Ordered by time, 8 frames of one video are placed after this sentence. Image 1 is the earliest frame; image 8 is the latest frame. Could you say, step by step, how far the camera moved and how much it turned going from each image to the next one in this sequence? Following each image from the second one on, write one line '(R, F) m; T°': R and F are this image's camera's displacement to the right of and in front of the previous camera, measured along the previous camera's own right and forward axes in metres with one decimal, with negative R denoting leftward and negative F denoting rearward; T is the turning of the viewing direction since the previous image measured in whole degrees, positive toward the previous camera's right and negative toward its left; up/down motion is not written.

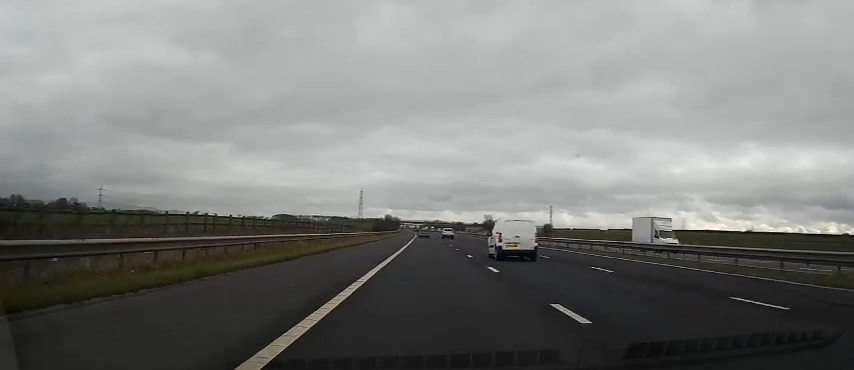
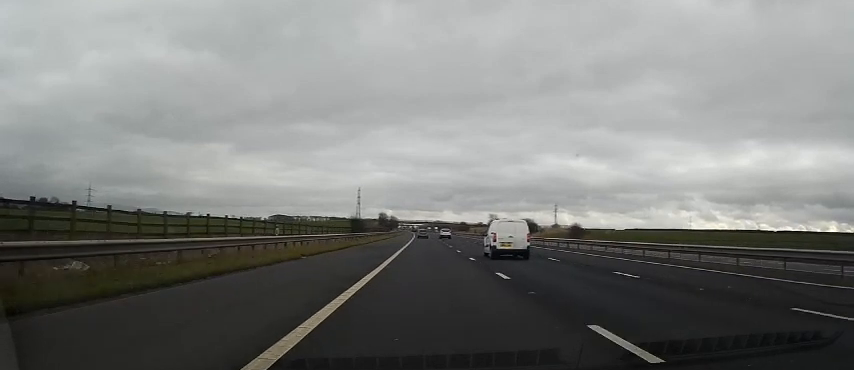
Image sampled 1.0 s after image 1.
(-0.4, +29.0) m; -1°
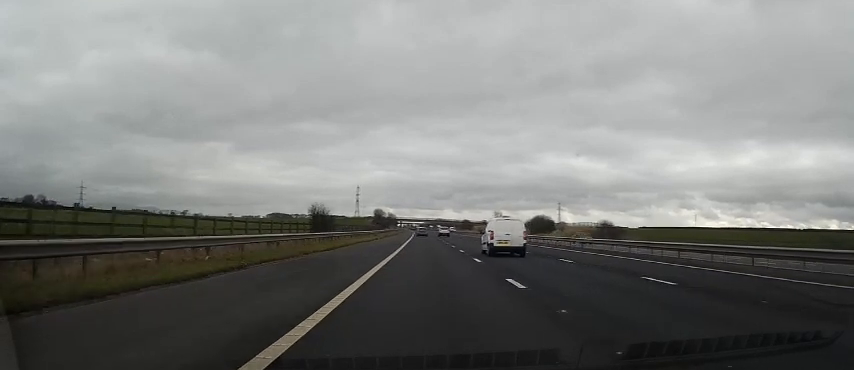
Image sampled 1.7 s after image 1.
(0.0, +20.7) m; 0°
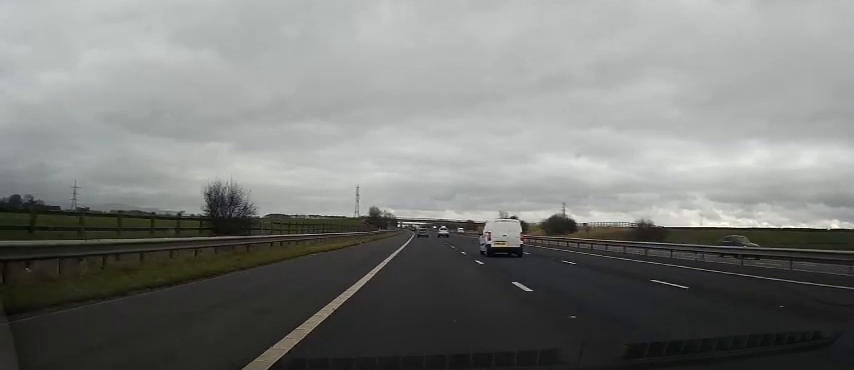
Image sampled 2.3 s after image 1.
(0.0, +18.3) m; 0°
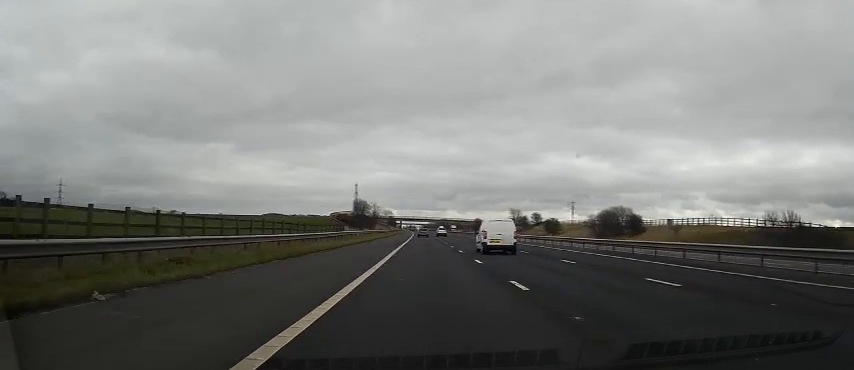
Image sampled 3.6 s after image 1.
(0.0, +37.9) m; 0°
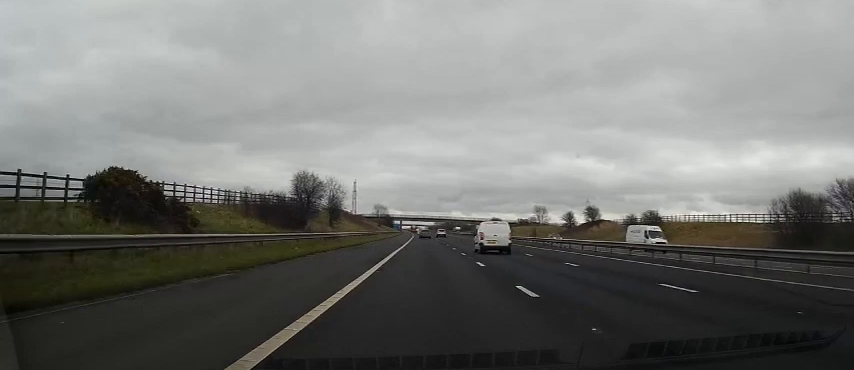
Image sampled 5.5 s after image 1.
(0.0, +53.4) m; -1°
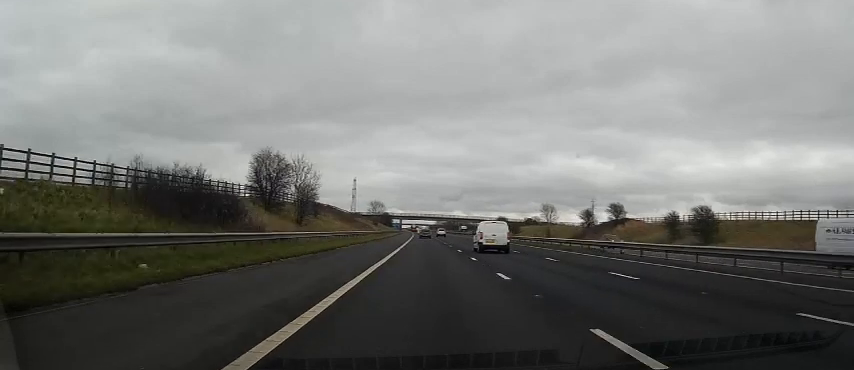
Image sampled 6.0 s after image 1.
(0.0, +14.5) m; 0°
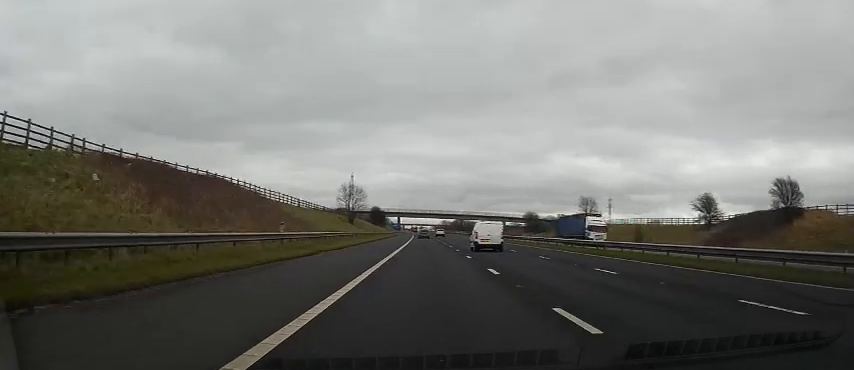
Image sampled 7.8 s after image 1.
(-0.6, +53.1) m; 0°
